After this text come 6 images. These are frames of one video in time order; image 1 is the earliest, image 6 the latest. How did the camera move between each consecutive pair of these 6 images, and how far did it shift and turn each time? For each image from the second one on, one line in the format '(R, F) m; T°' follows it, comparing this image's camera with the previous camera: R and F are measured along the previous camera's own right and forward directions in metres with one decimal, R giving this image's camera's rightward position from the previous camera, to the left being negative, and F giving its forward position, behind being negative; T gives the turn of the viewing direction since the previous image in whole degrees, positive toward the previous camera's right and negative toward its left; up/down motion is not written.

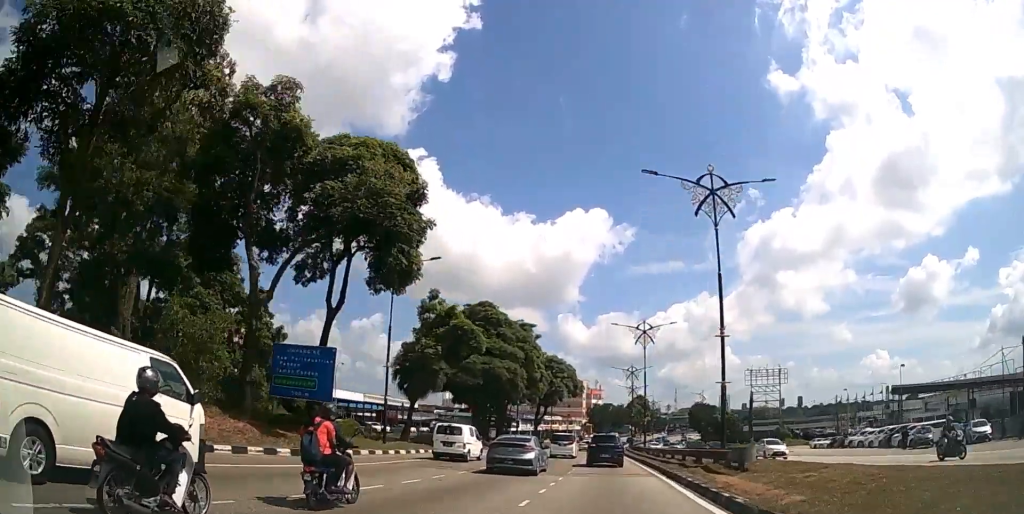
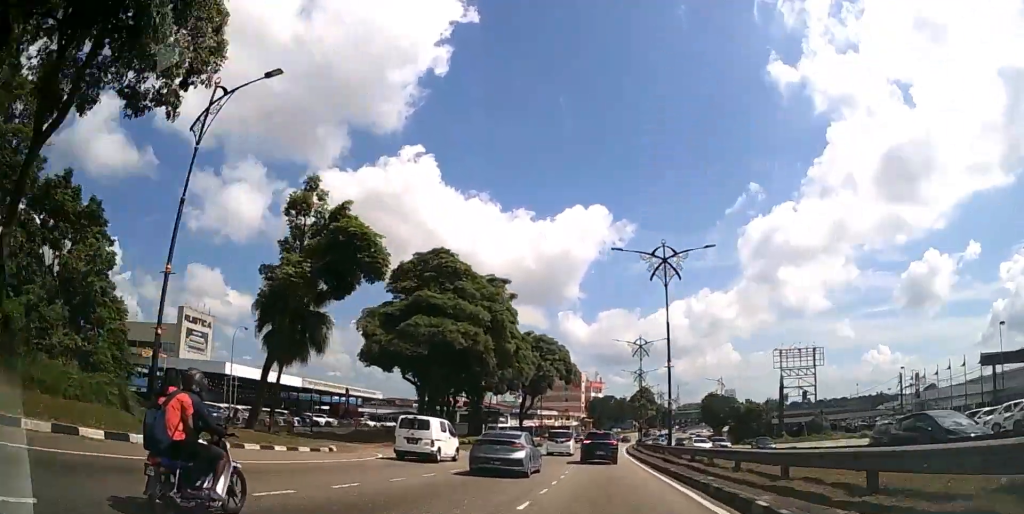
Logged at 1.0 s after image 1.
(-0.1, +20.6) m; 0°
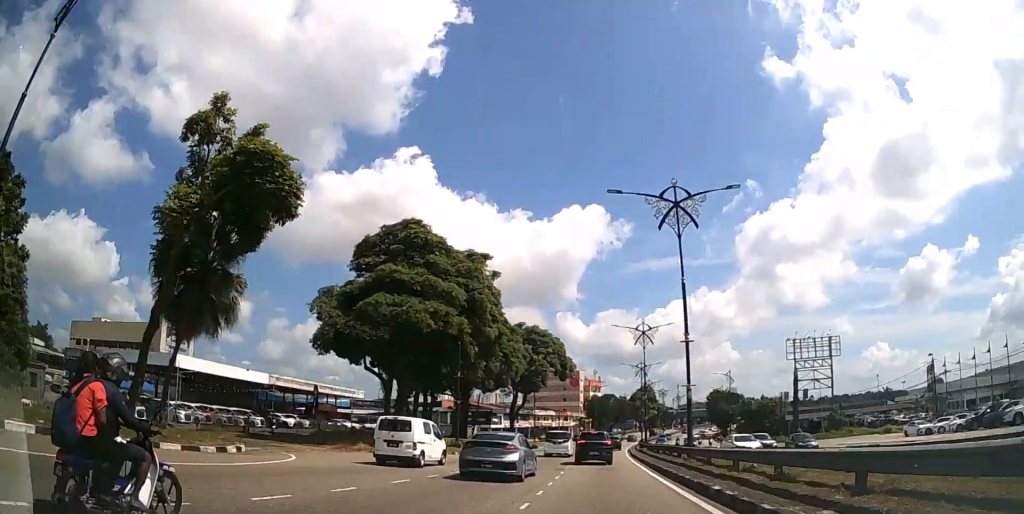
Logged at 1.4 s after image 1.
(0.0, +8.4) m; 0°
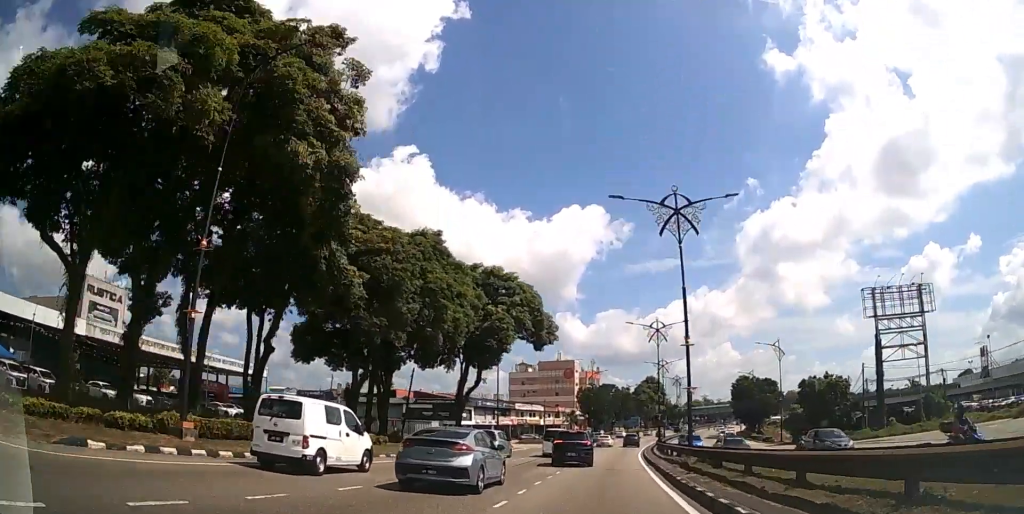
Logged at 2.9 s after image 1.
(+0.1, +29.9) m; +1°
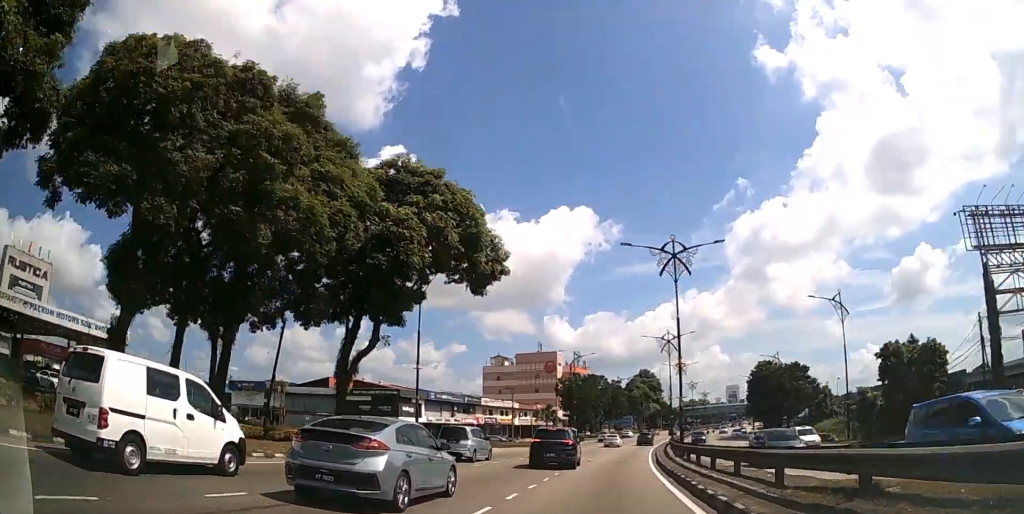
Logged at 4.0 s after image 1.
(+0.3, +23.2) m; +2°
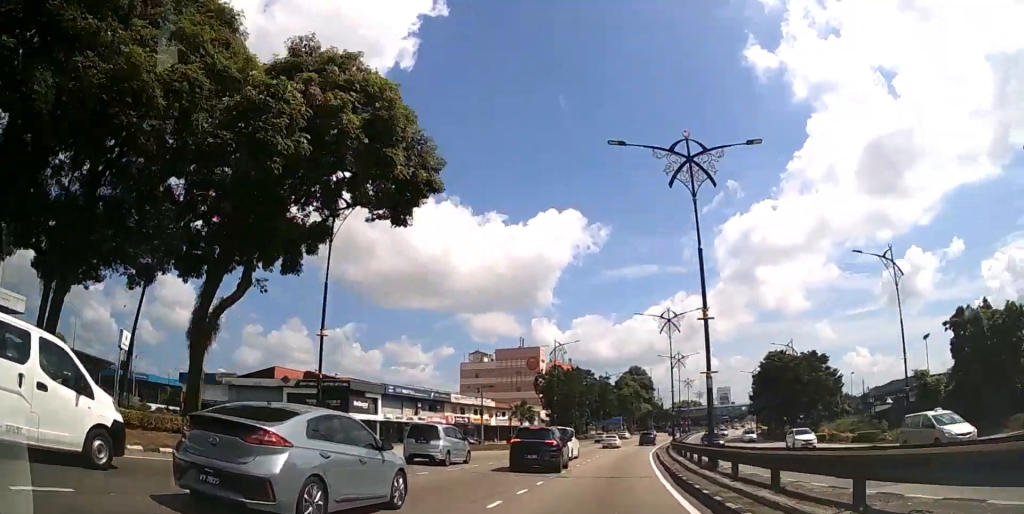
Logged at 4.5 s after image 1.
(0.0, +12.0) m; +1°
